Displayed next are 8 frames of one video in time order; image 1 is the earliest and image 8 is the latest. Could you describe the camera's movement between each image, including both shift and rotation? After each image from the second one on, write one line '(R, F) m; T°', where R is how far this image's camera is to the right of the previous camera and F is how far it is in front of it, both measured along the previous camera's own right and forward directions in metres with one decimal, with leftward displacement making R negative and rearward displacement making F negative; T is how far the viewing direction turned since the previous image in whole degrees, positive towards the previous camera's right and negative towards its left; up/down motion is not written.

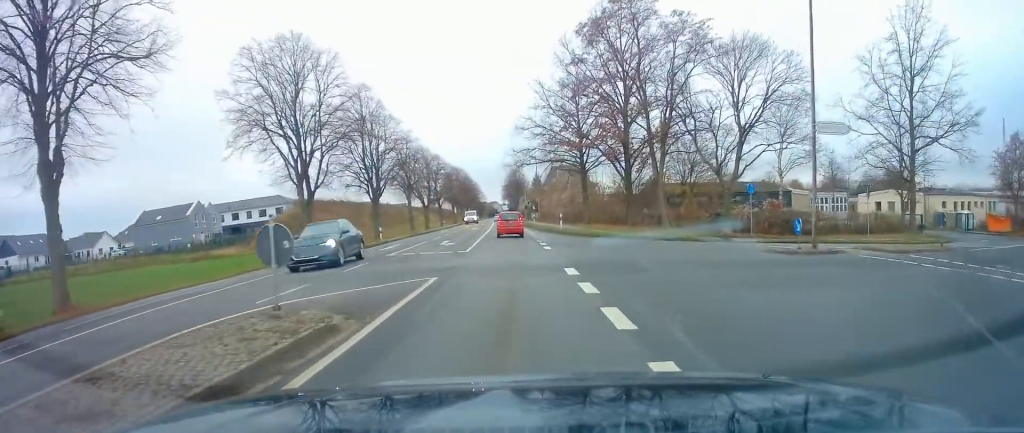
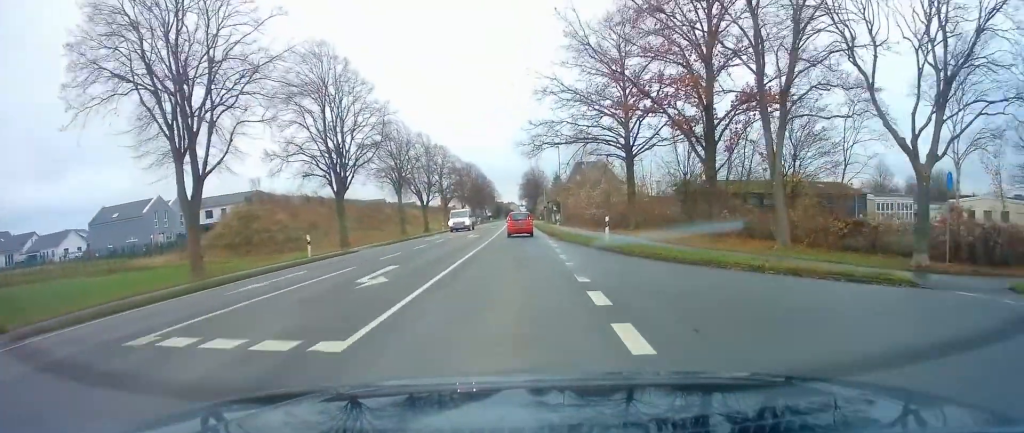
(-0.1, +16.1) m; -1°
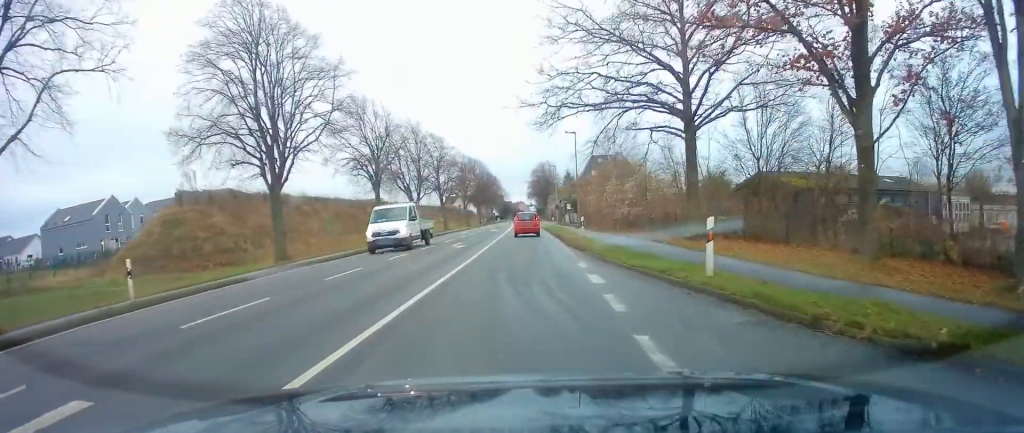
(-0.1, +12.6) m; -2°
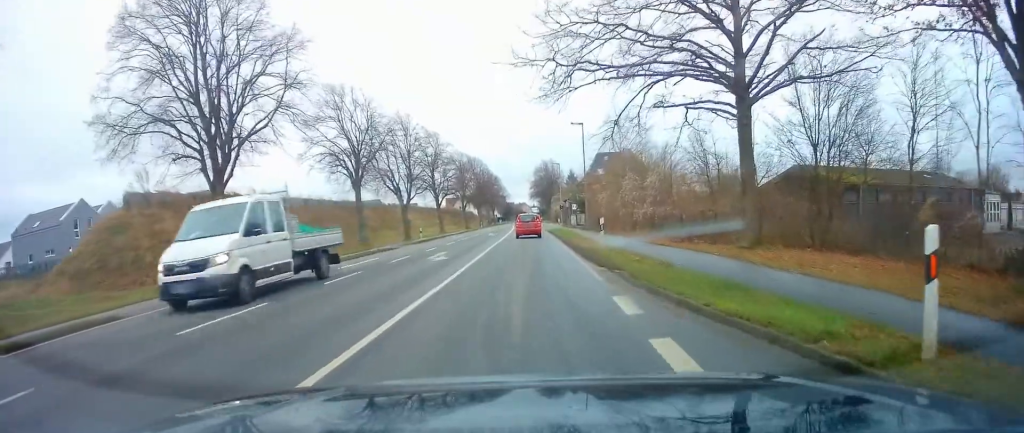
(-0.1, +6.5) m; -1°
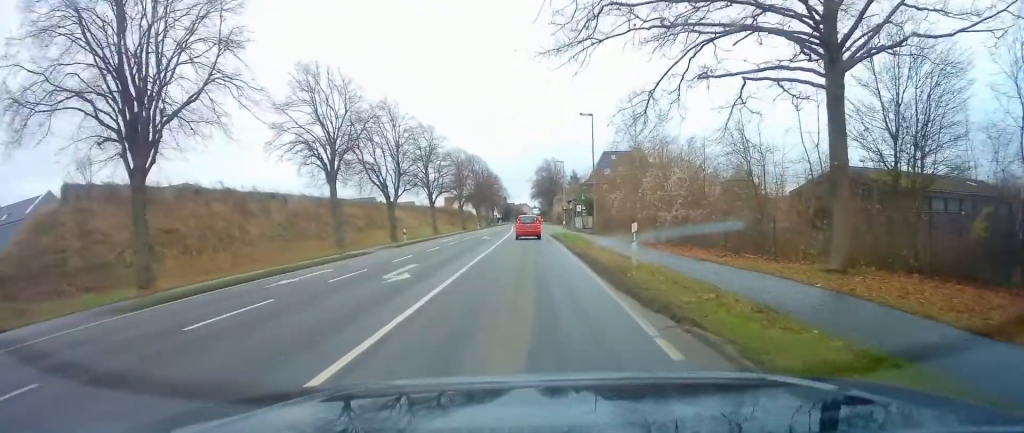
(-0.1, +6.1) m; 0°
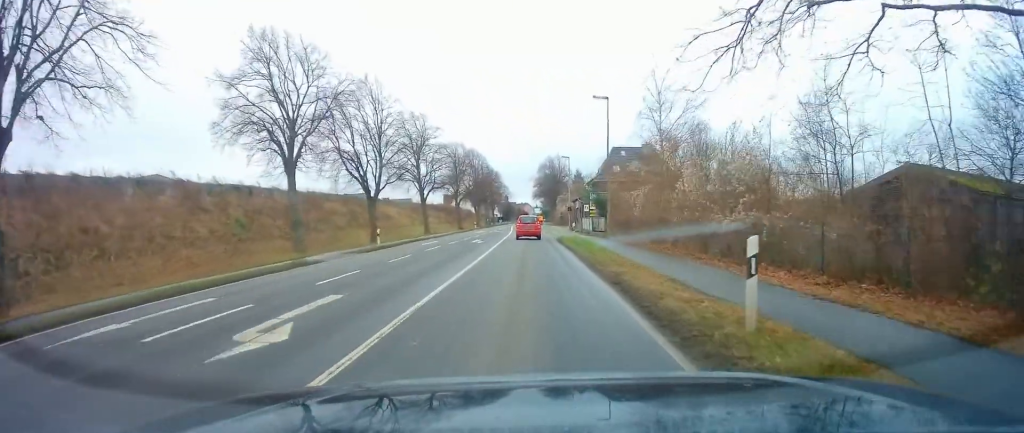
(0.0, +7.3) m; 0°
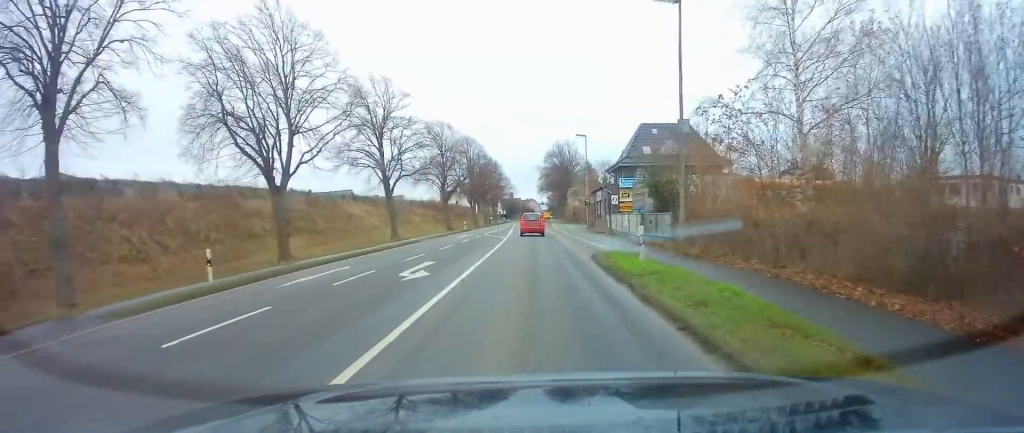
(+0.2, +19.1) m; +1°
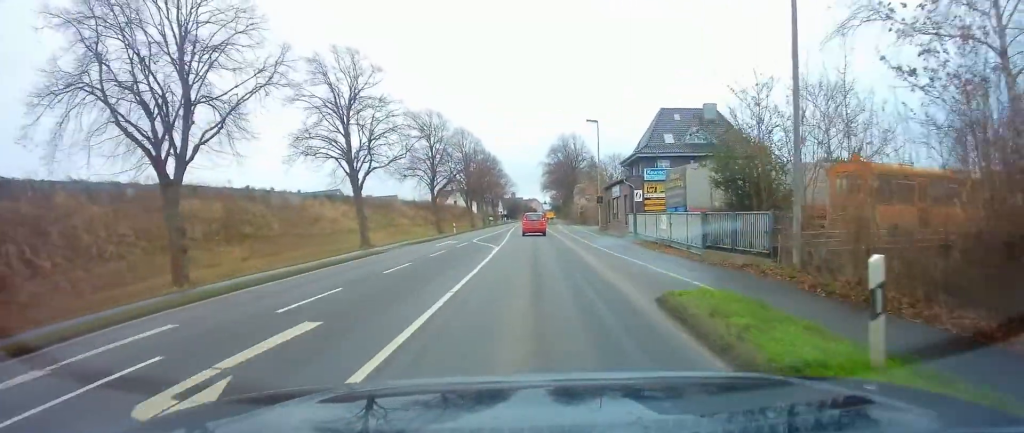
(+0.1, +9.7) m; 0°
